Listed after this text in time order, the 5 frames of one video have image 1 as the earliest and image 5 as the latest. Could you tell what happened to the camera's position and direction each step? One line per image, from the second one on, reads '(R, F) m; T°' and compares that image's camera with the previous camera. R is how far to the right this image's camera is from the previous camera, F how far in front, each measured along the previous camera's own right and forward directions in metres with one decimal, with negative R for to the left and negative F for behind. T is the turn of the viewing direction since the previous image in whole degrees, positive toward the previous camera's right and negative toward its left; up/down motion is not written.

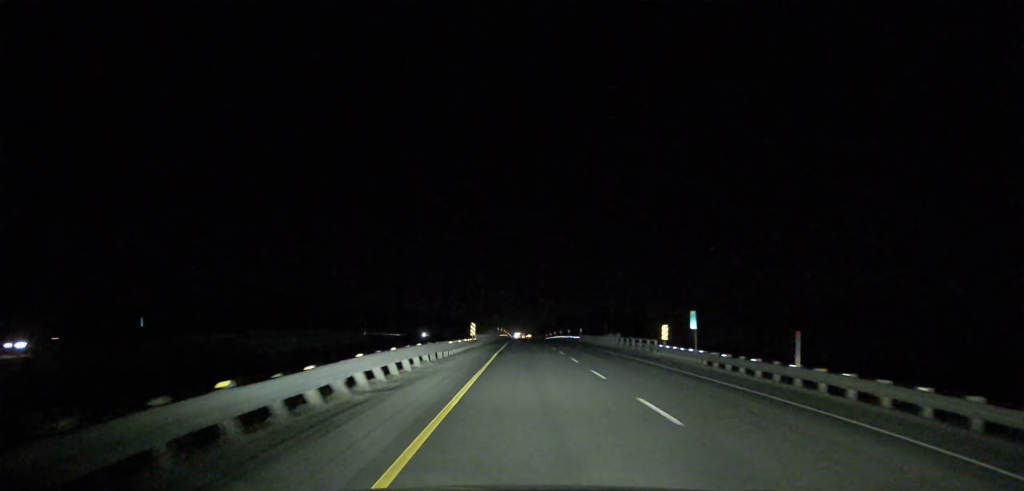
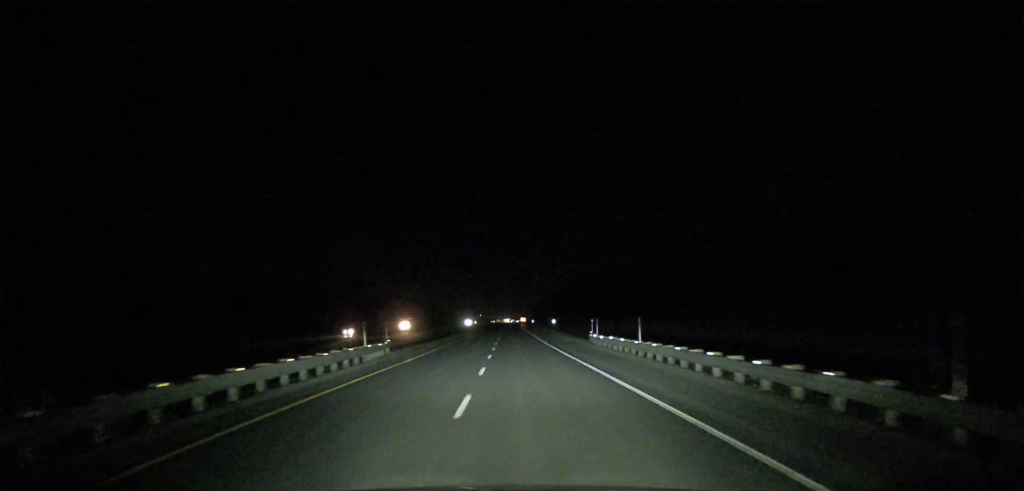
(+2.4, +391.0) m; 0°
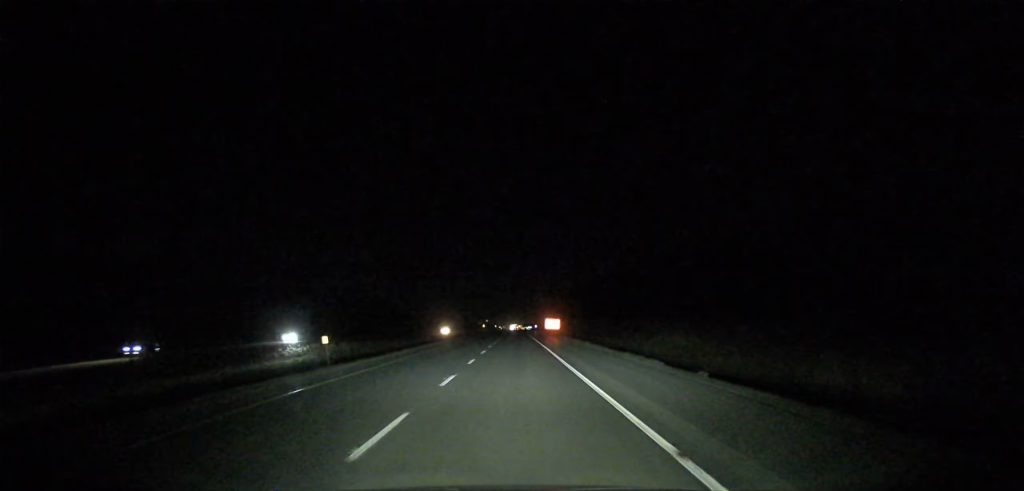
(-1.2, +277.1) m; 0°
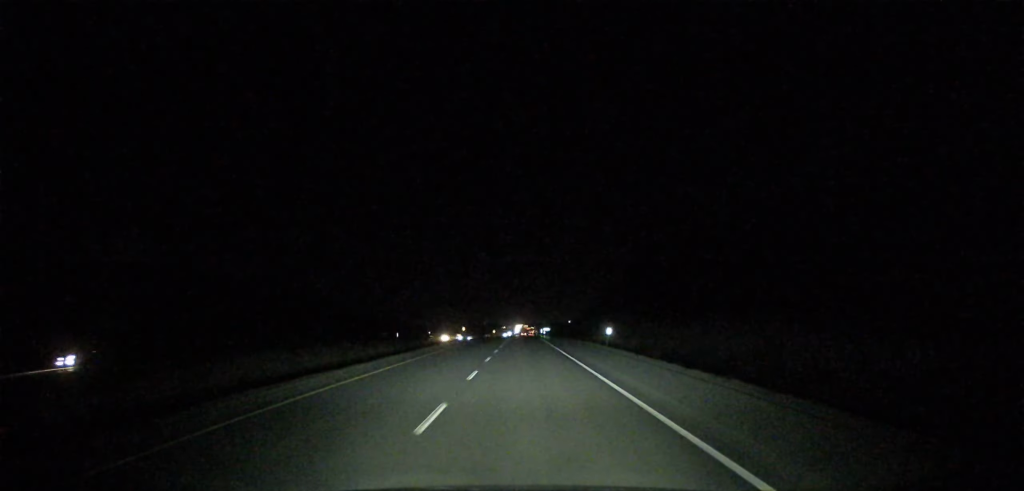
(-0.3, +172.3) m; 0°
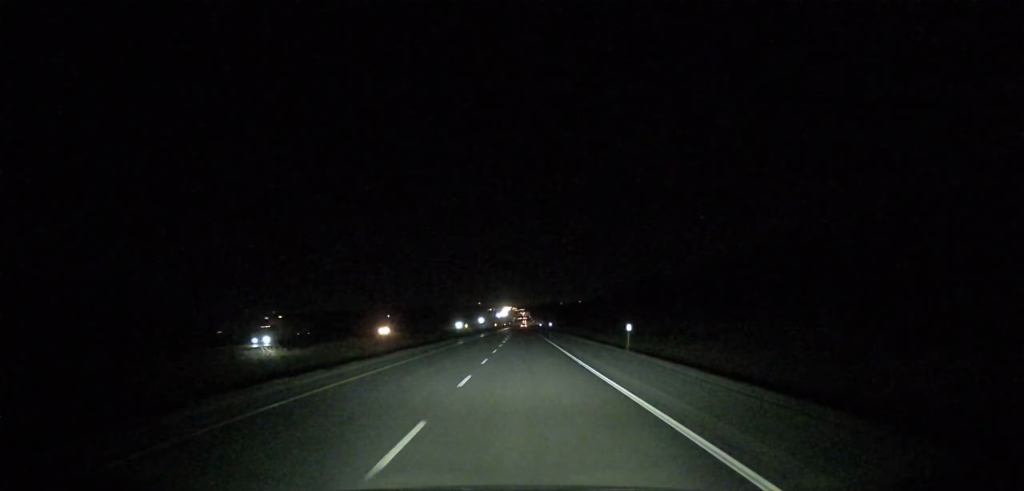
(+2.3, +293.3) m; +1°
